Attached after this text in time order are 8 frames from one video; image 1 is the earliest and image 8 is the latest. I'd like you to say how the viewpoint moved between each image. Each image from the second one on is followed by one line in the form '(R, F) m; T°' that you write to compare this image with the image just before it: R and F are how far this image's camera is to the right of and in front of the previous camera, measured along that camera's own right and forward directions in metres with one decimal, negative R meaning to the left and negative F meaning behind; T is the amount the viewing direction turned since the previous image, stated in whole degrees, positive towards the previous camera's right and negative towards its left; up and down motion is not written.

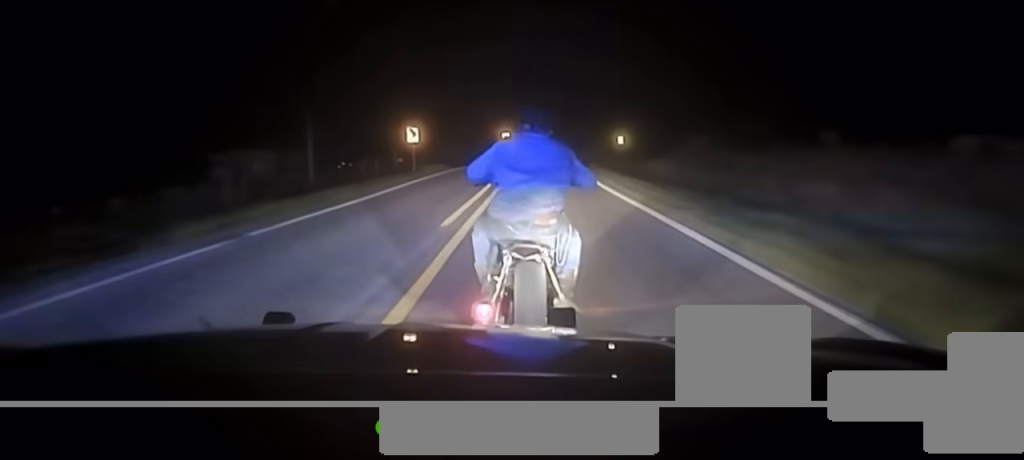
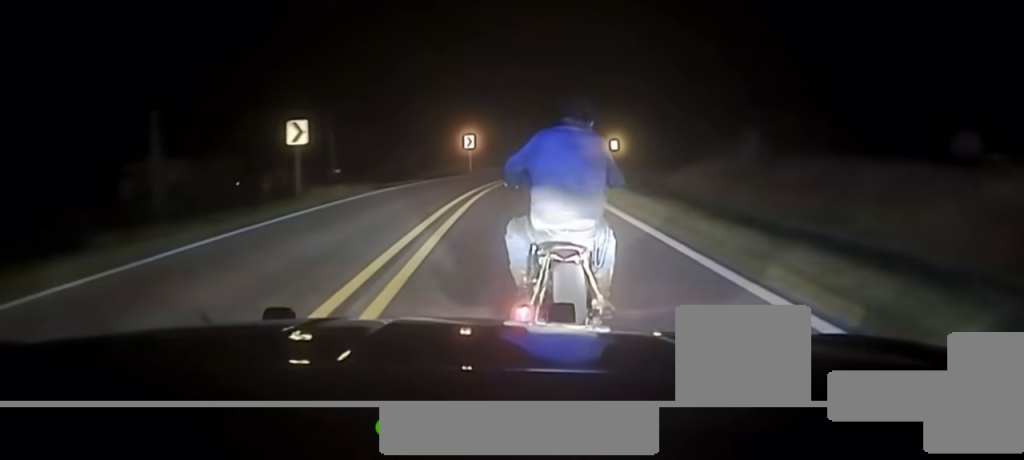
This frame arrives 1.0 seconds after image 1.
(+0.3, +24.3) m; +3°
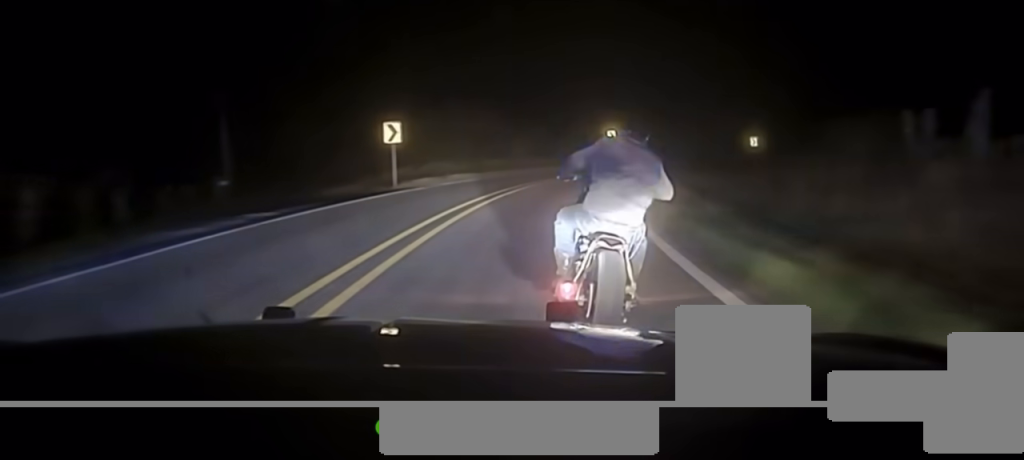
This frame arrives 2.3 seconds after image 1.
(+1.1, +25.4) m; +4°
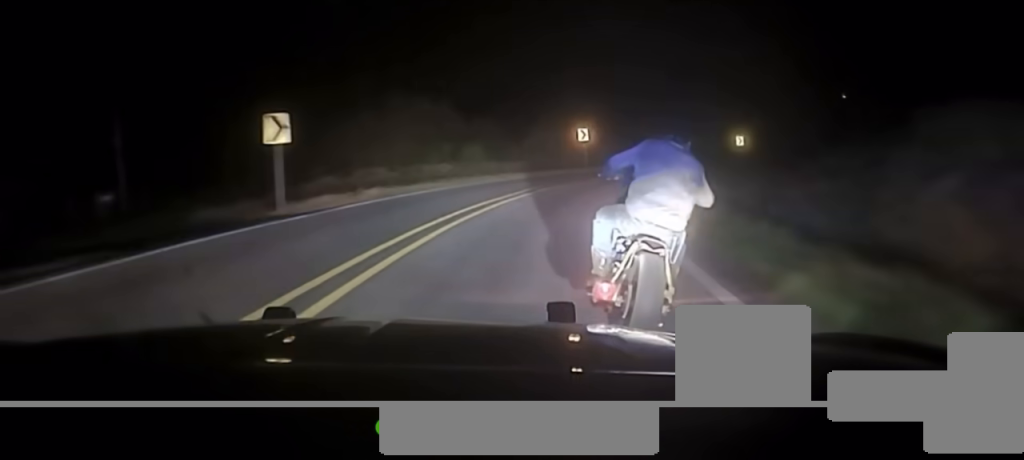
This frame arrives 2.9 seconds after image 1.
(0.0, +11.8) m; +2°
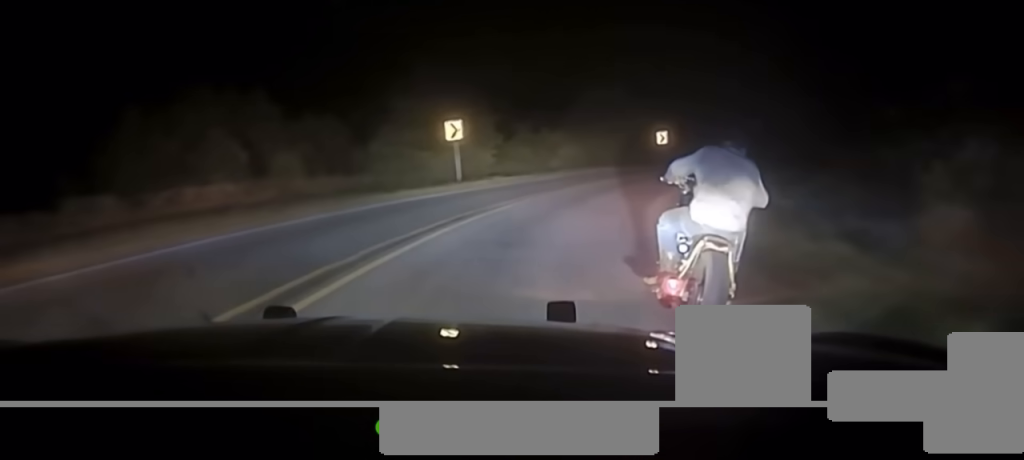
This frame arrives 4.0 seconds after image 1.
(+1.0, +20.8) m; +8°
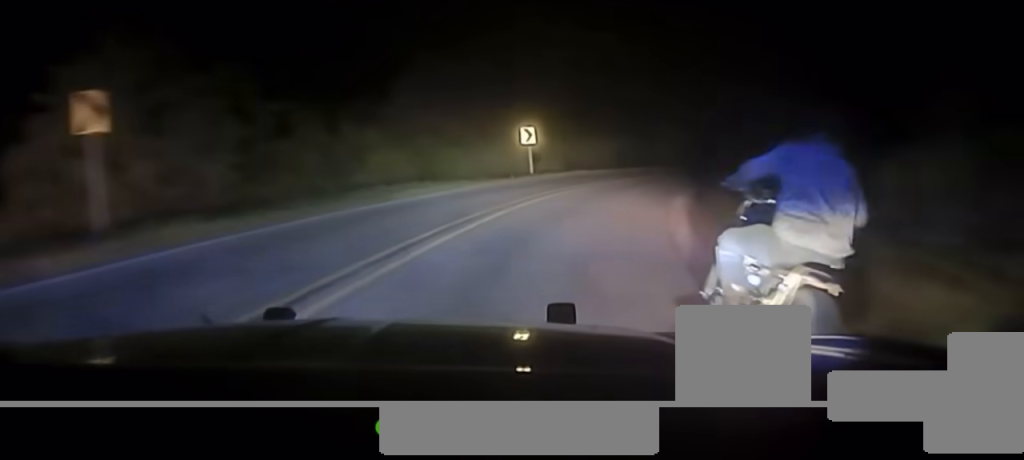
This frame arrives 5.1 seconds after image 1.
(+1.9, +19.4) m; +11°
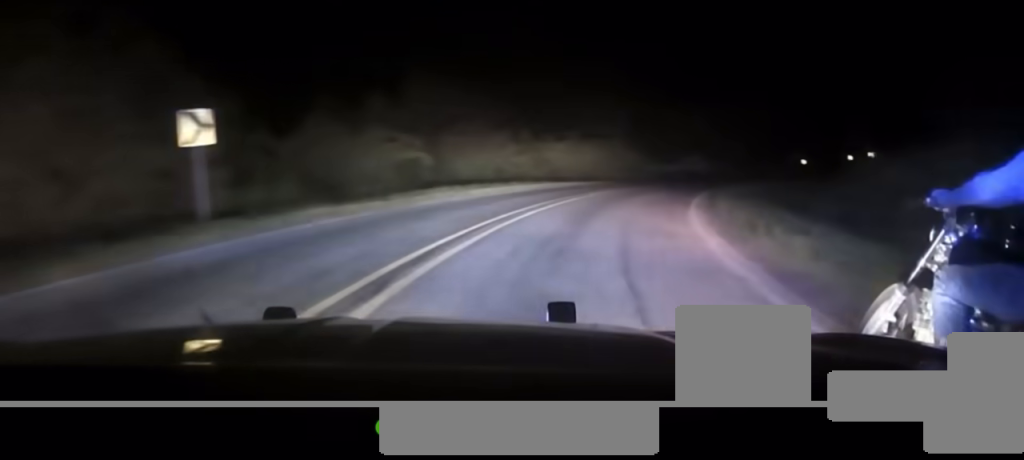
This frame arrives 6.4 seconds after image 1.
(+2.6, +23.8) m; +13°
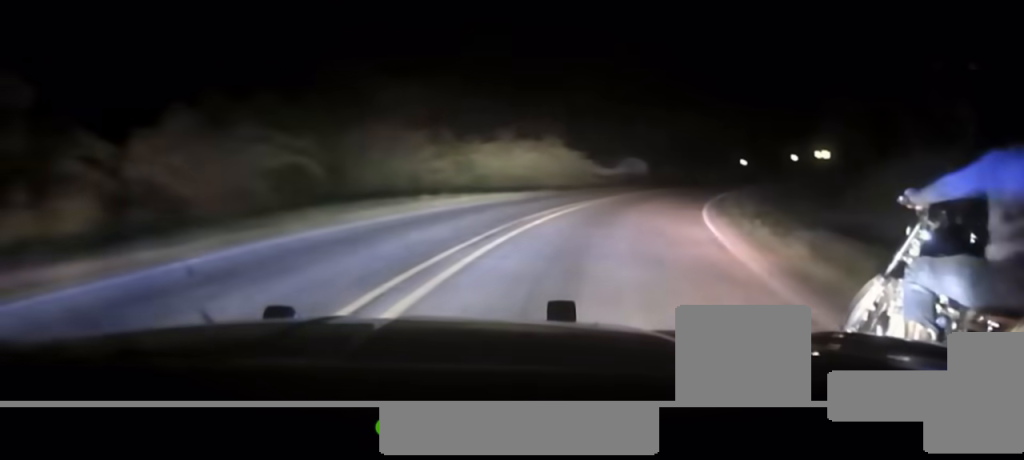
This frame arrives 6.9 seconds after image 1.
(+0.8, +11.4) m; +5°
